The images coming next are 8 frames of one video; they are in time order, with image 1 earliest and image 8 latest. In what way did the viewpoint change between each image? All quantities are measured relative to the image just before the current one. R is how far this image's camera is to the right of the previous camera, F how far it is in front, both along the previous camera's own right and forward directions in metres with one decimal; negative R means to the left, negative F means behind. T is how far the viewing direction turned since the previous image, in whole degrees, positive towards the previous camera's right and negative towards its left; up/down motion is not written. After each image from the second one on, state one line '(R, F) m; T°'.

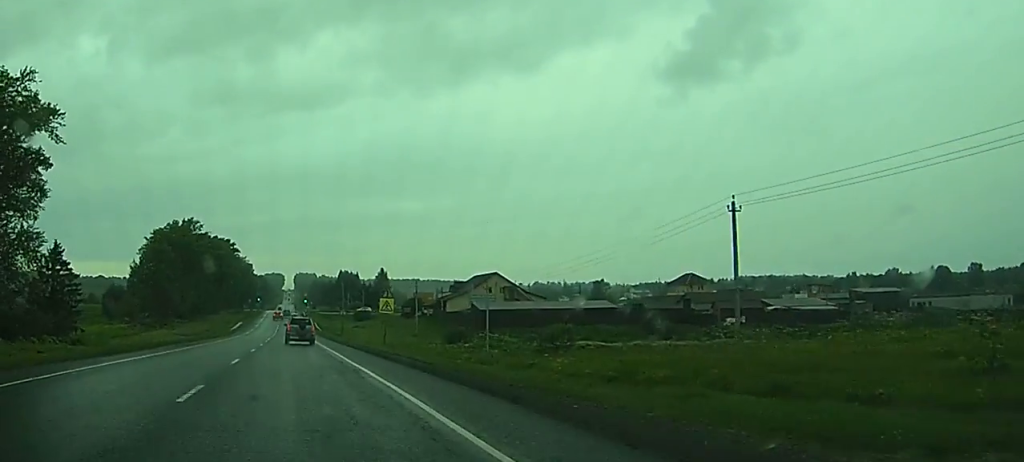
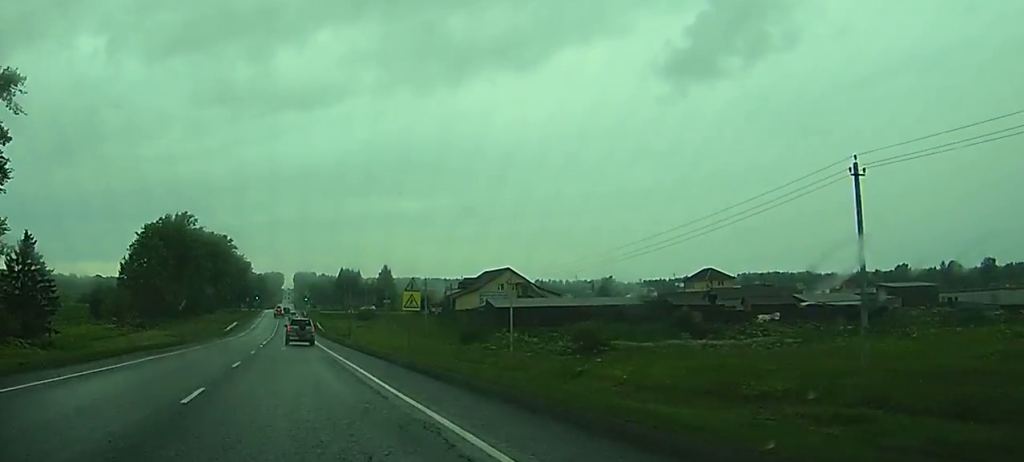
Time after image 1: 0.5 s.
(0.0, +11.6) m; 0°
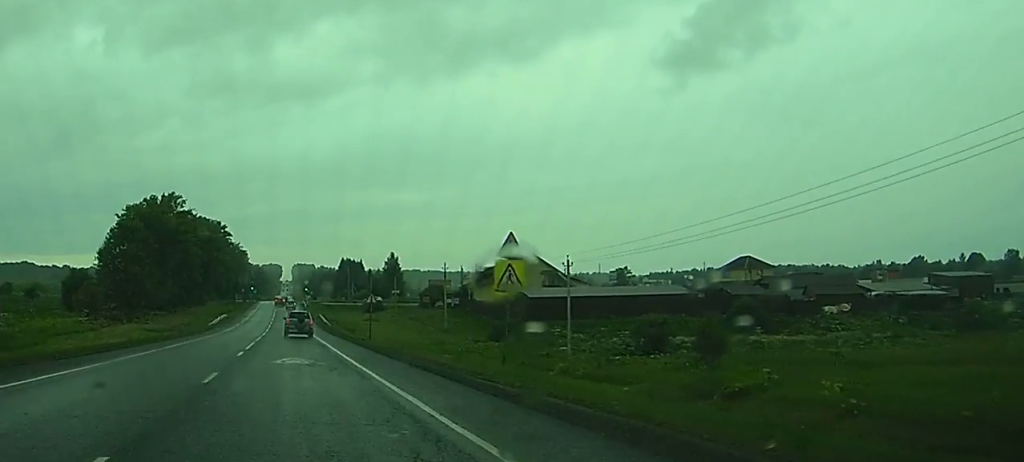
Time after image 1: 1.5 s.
(+0.1, +20.4) m; 0°
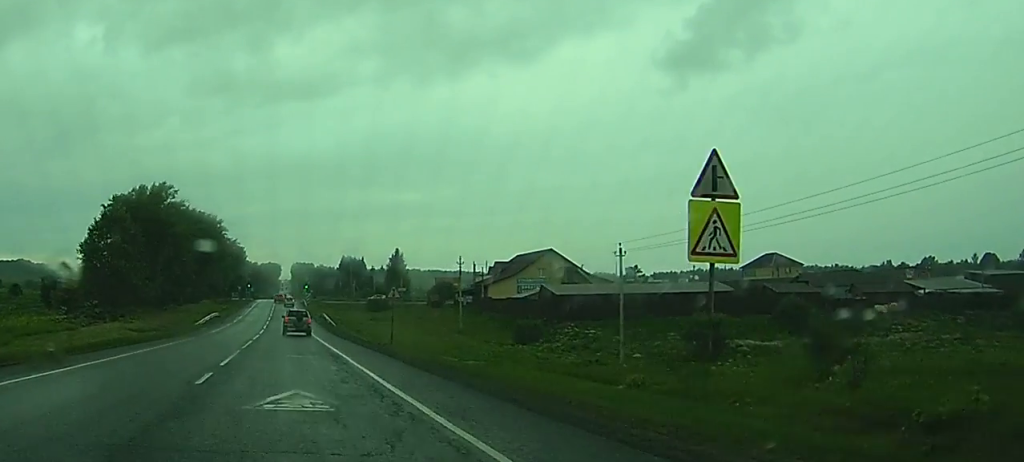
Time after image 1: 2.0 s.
(0.0, +12.4) m; 0°
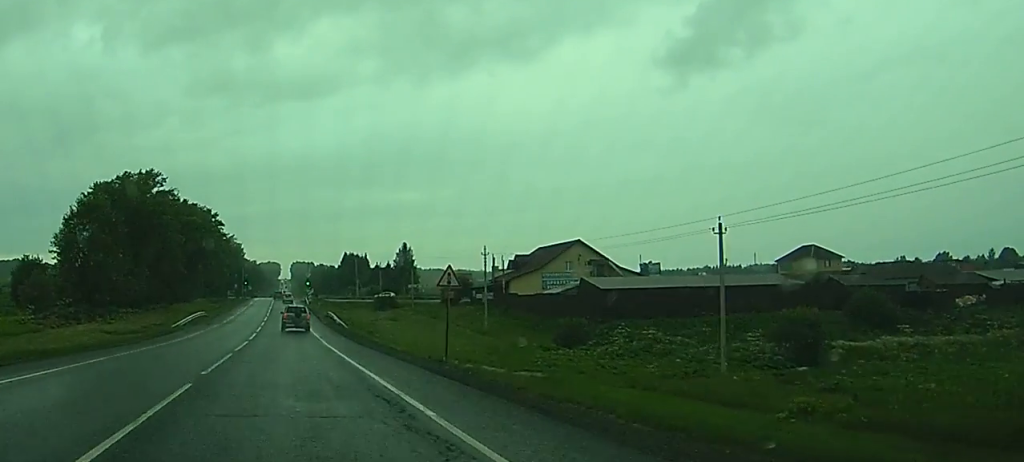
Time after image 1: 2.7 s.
(0.0, +15.4) m; 0°
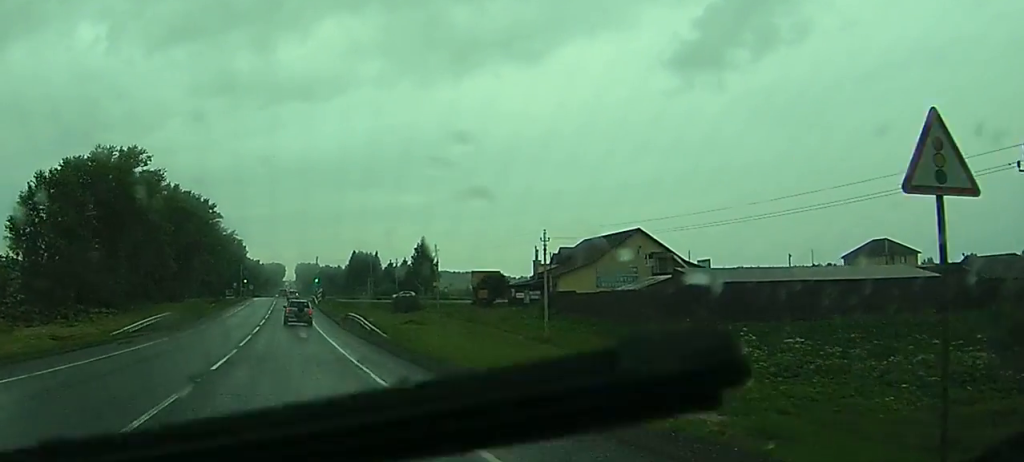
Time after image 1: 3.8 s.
(-0.1, +22.9) m; 0°
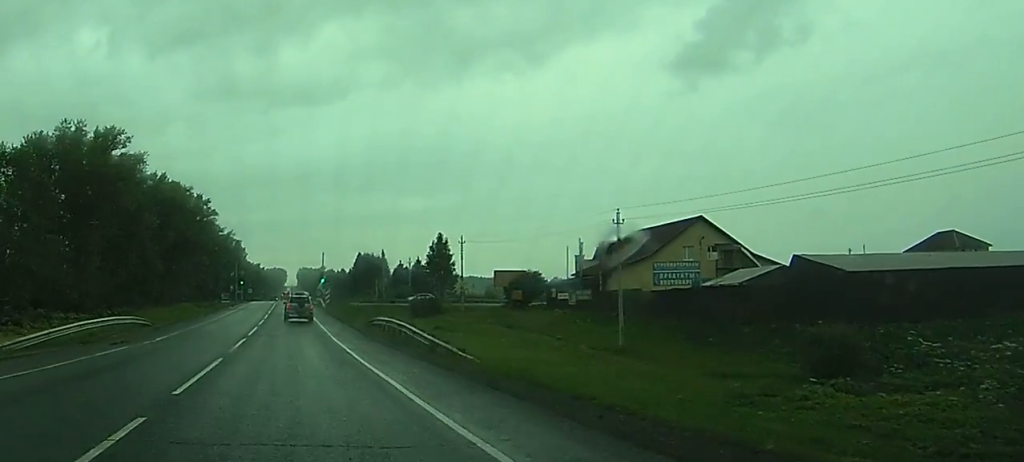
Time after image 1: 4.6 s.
(0.0, +18.5) m; 0°
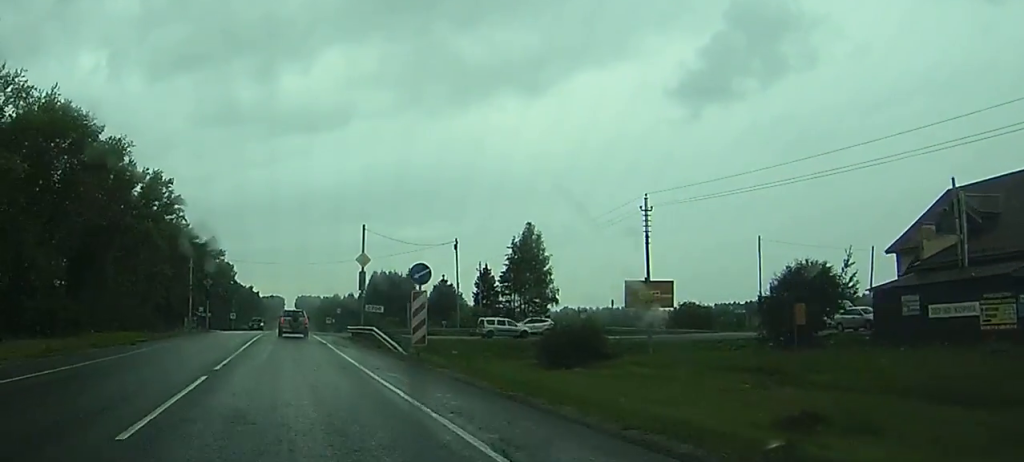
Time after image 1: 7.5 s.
(+0.2, +64.9) m; +1°
